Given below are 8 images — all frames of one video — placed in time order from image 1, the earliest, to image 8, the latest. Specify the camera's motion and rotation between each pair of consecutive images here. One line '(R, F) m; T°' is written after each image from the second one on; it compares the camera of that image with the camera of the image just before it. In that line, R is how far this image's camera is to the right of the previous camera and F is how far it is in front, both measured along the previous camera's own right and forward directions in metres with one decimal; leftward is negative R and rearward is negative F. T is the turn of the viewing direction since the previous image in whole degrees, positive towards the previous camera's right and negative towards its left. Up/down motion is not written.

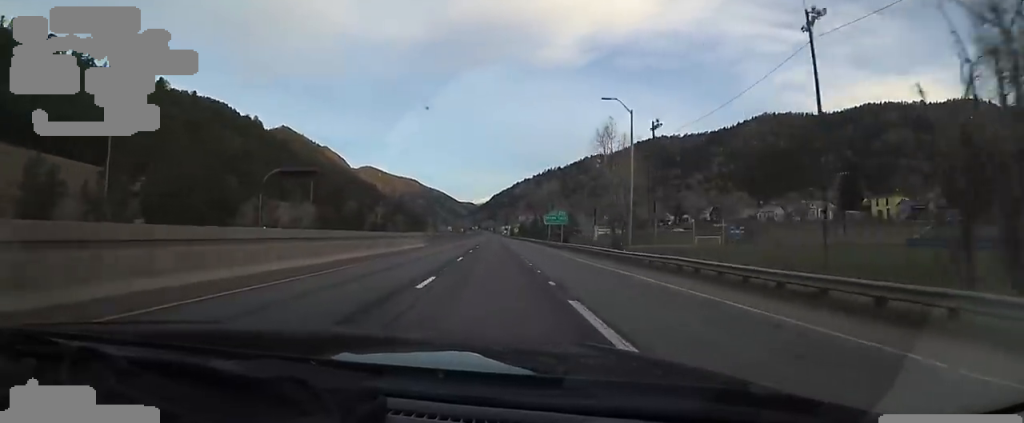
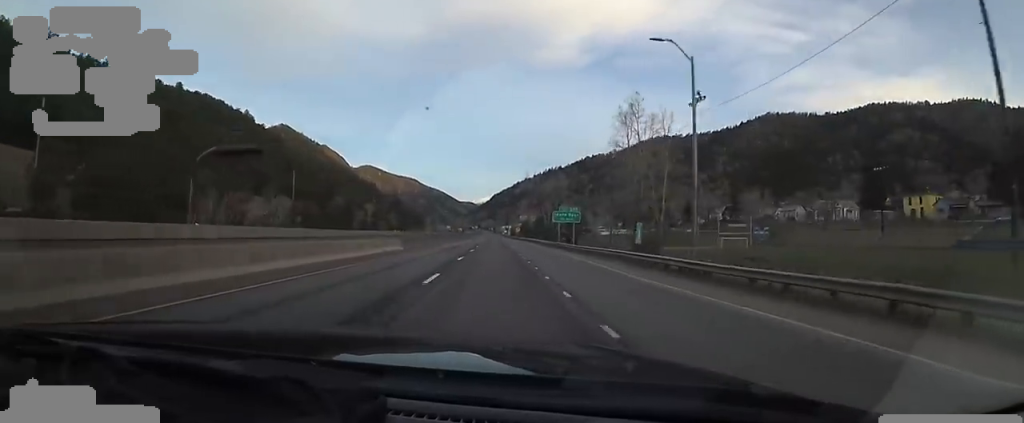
(+0.1, +11.8) m; +1°
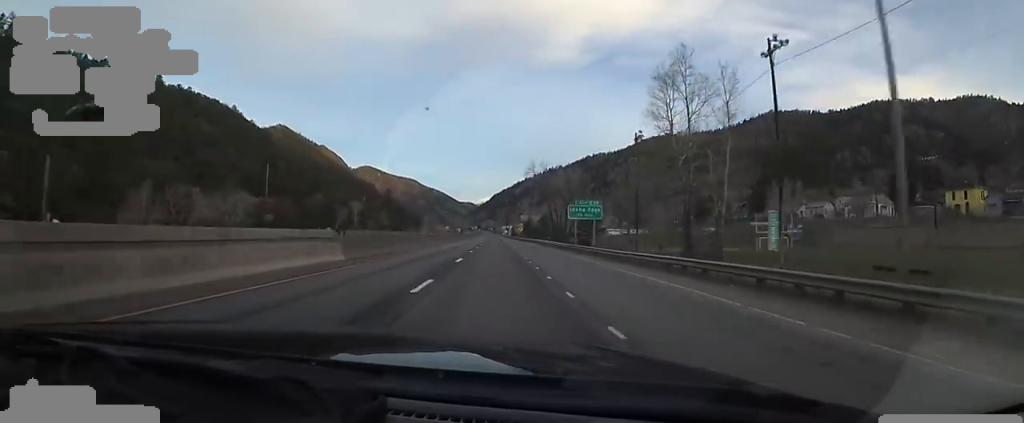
(+0.2, +13.8) m; -1°
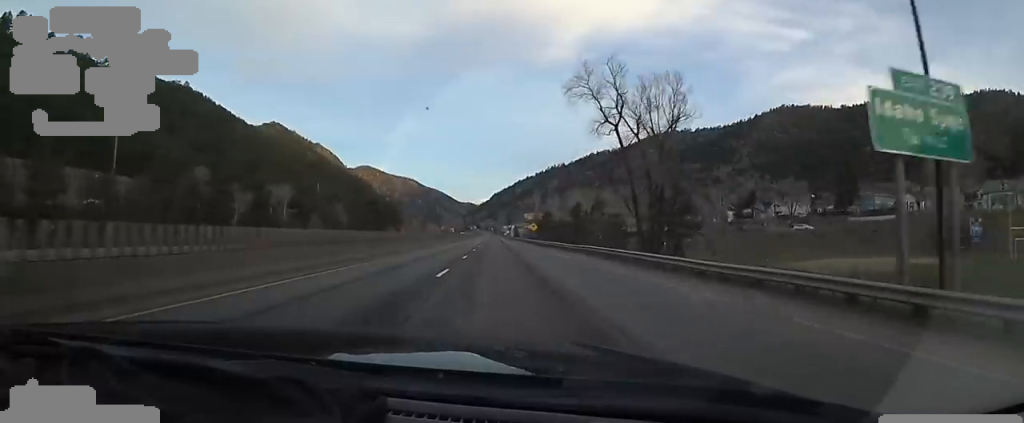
(-1.9, +44.1) m; -1°
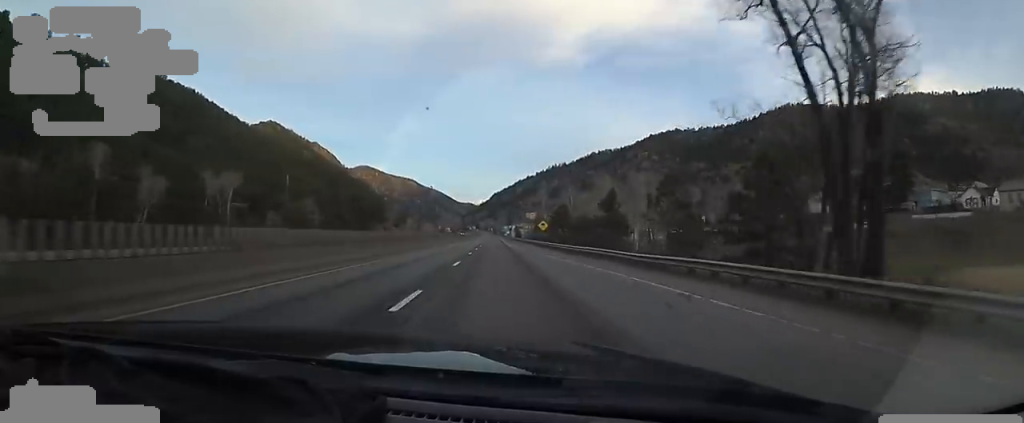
(+1.2, +18.6) m; 0°
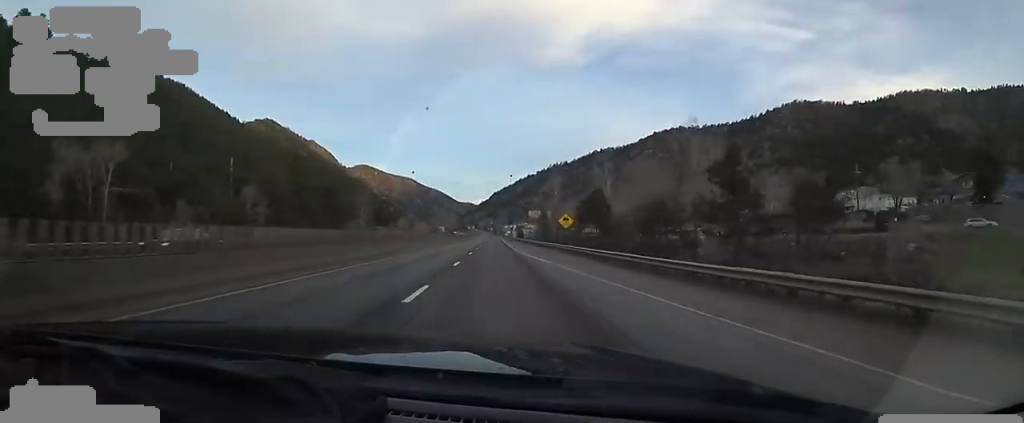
(-0.2, +23.5) m; 0°
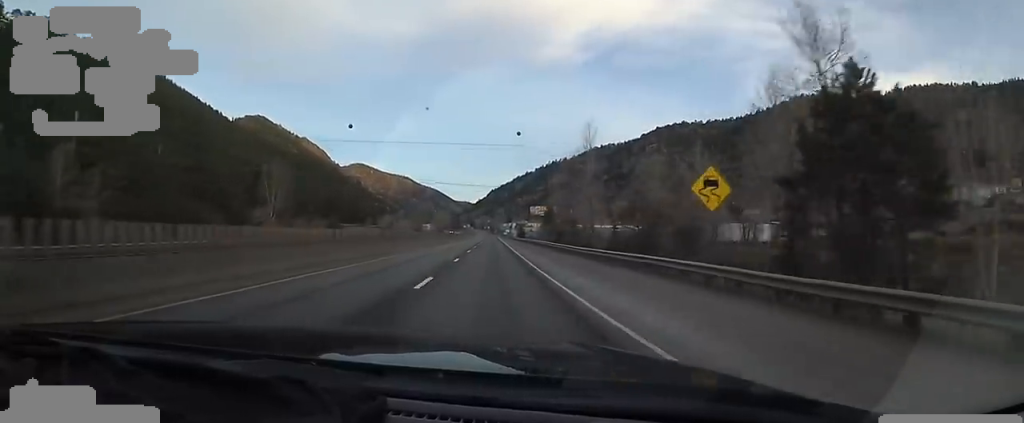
(+0.2, +34.4) m; +2°
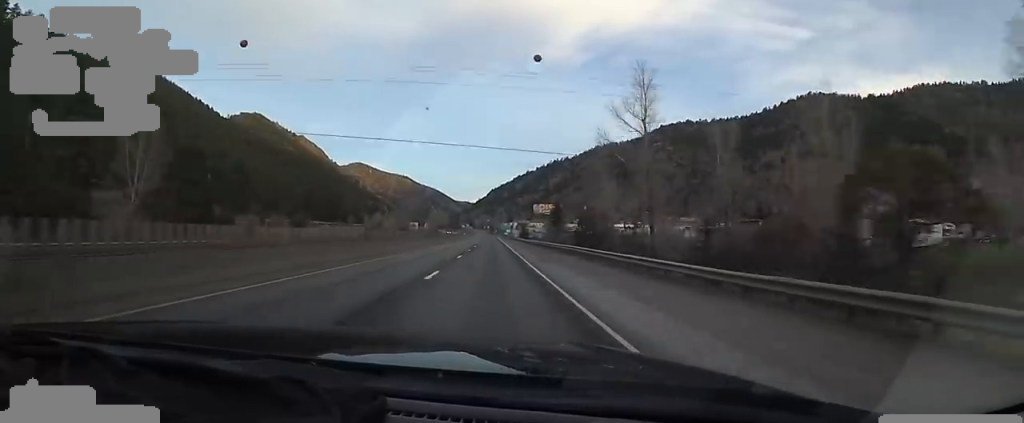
(+0.4, +21.7) m; 0°
